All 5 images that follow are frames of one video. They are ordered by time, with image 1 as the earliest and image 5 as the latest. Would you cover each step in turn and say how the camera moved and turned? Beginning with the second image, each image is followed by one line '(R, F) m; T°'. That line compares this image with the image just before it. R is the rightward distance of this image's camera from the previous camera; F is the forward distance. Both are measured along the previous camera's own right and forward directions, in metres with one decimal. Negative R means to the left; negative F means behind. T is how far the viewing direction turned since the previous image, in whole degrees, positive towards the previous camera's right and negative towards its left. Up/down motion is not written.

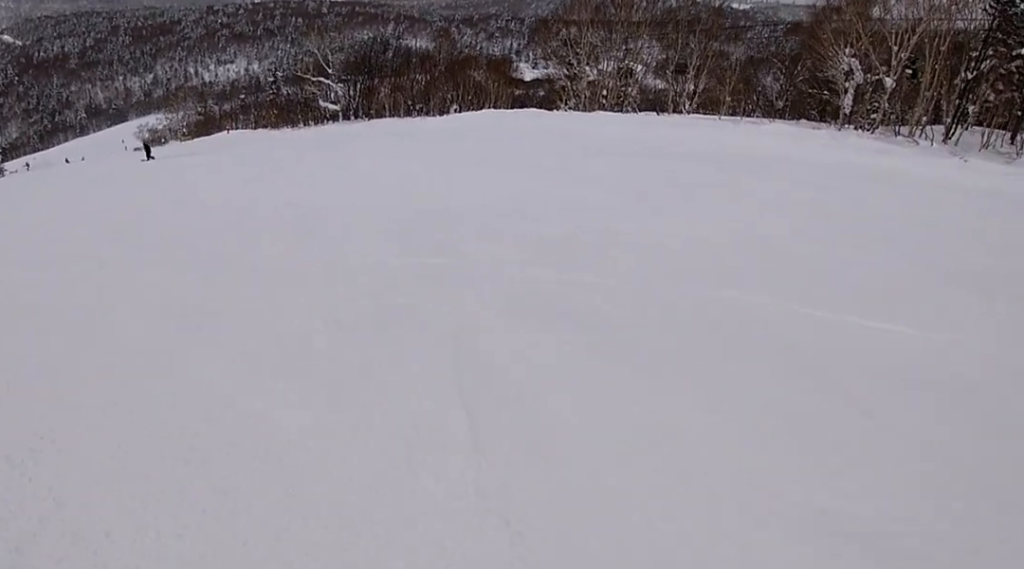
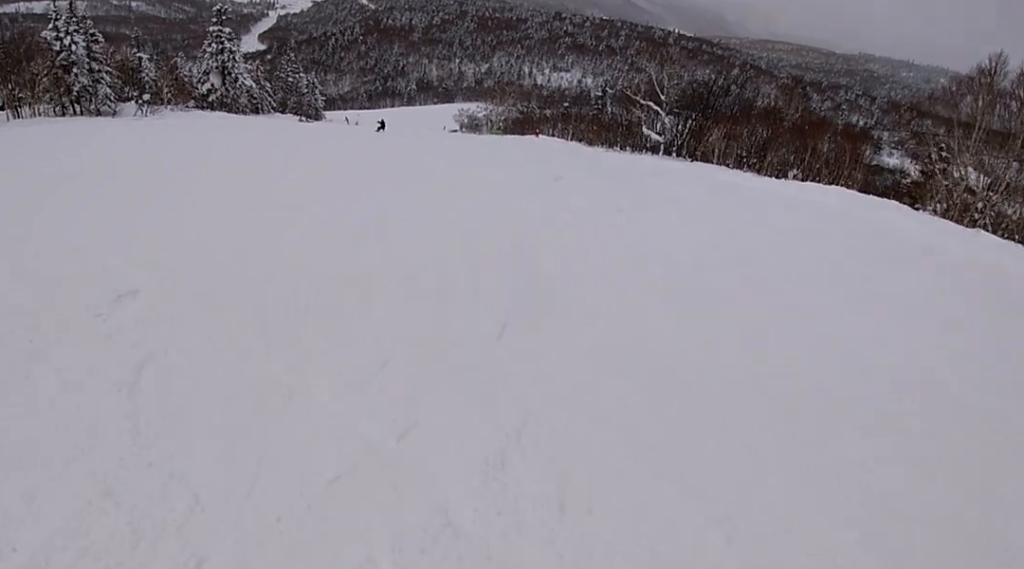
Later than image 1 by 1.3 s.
(+0.2, +5.4) m; -31°
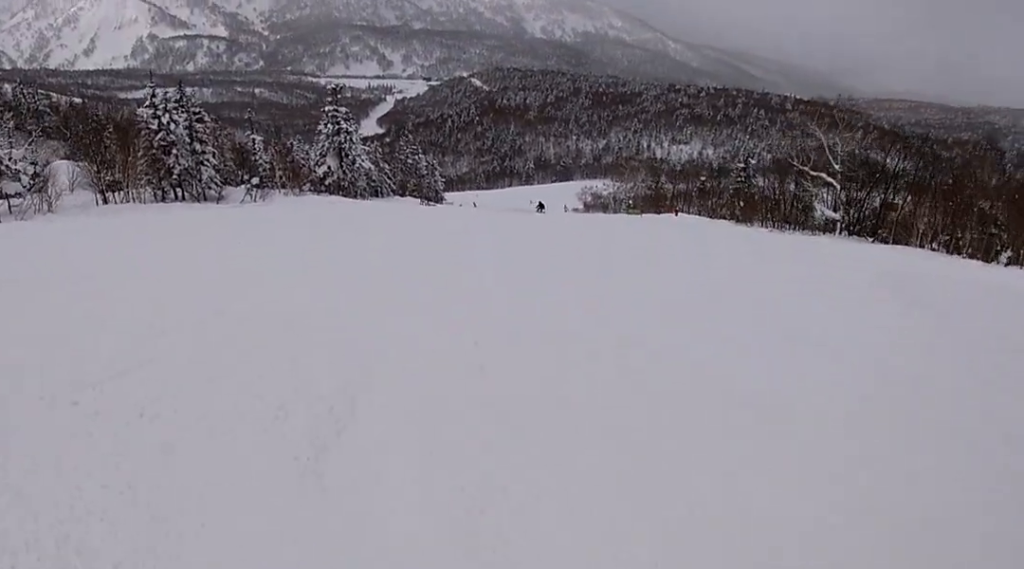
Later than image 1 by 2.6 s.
(-3.4, +6.9) m; -23°
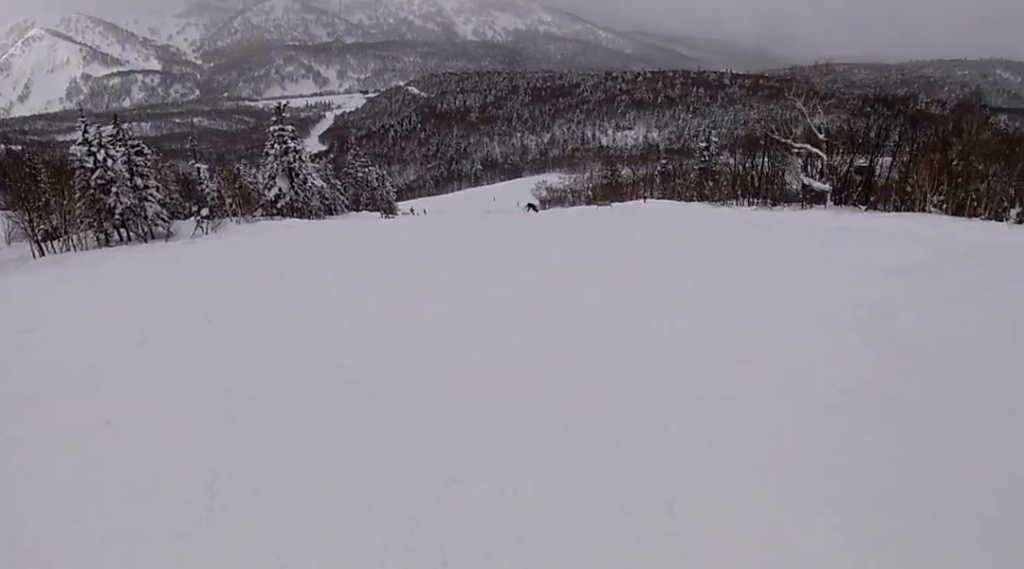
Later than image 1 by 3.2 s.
(+0.2, +4.0) m; +2°
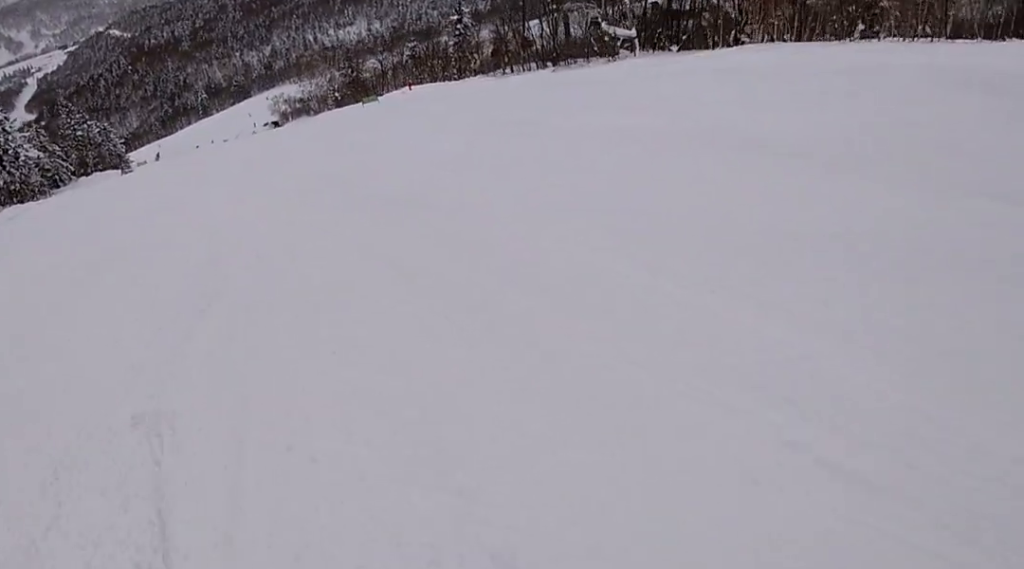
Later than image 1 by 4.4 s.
(+0.3, +8.7) m; +25°
